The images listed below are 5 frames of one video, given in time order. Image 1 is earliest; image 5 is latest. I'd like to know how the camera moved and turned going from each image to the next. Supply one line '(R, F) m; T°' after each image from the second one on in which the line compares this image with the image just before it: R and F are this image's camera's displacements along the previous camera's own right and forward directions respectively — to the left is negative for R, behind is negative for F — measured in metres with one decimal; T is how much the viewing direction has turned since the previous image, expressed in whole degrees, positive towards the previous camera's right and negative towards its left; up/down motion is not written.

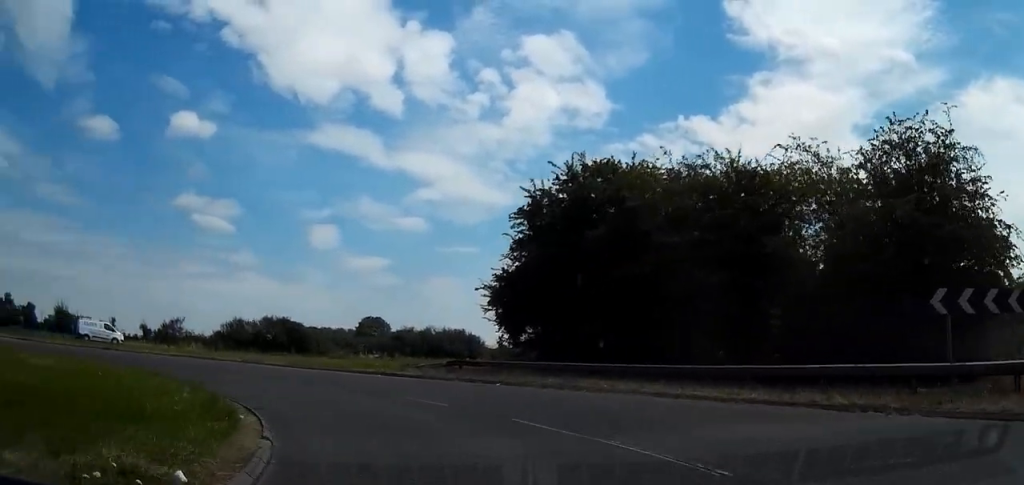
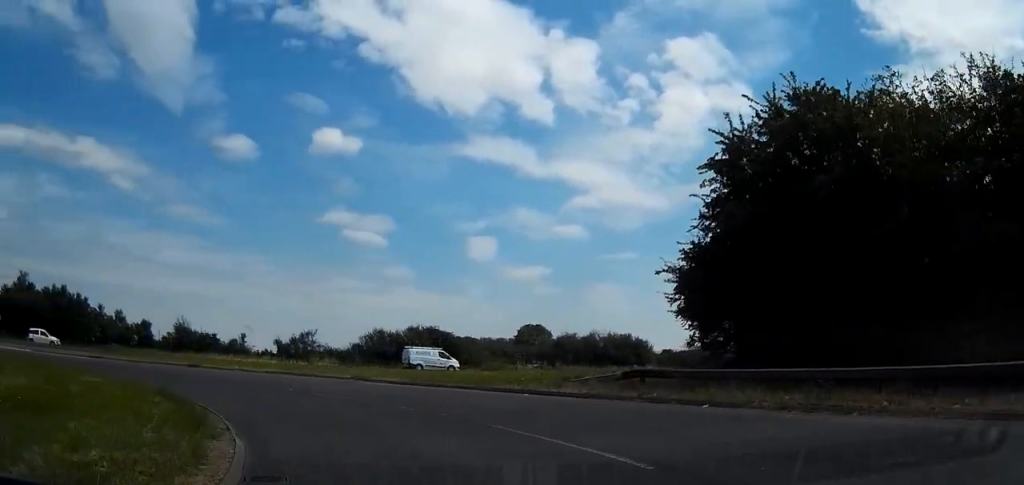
(-1.0, +7.2) m; -12°
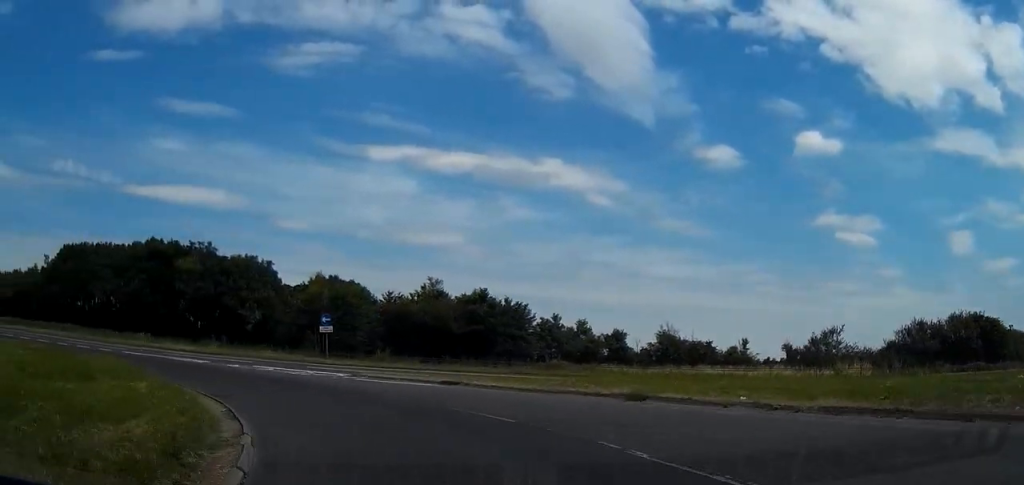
(-6.3, +17.7) m; -39°
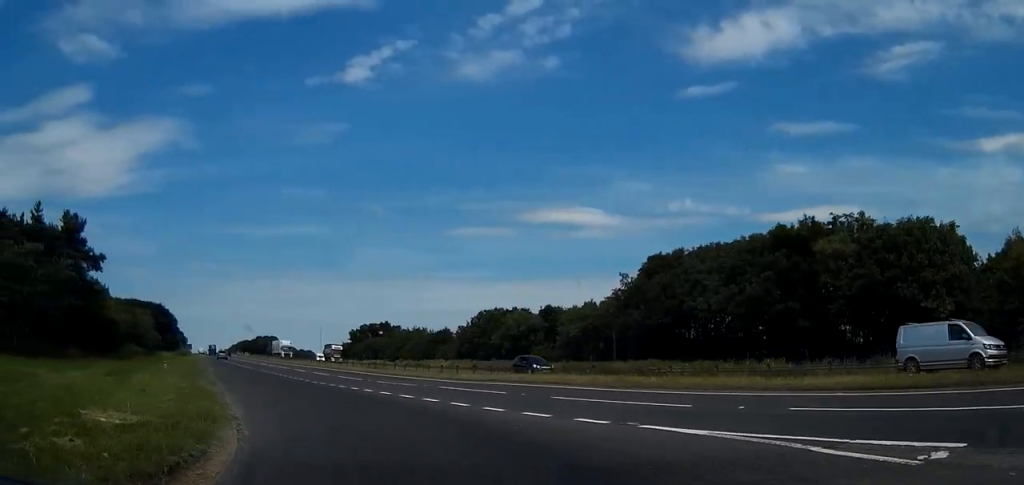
(-9.8, +21.3) m; -55°
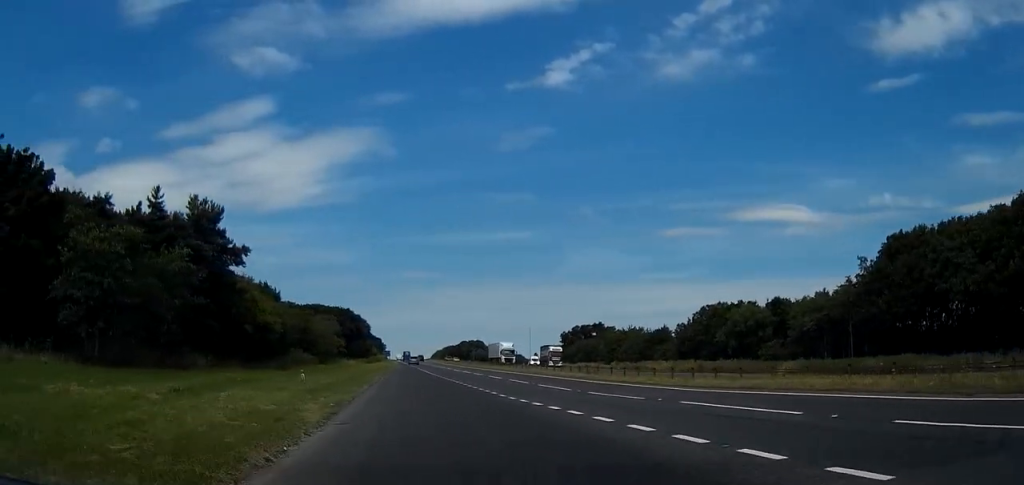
(-1.8, +9.1) m; -12°
